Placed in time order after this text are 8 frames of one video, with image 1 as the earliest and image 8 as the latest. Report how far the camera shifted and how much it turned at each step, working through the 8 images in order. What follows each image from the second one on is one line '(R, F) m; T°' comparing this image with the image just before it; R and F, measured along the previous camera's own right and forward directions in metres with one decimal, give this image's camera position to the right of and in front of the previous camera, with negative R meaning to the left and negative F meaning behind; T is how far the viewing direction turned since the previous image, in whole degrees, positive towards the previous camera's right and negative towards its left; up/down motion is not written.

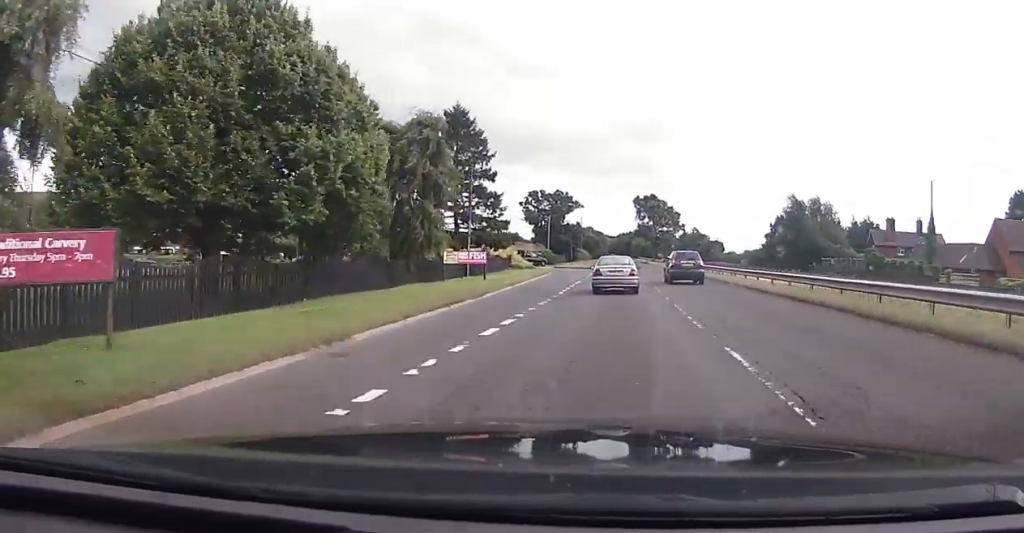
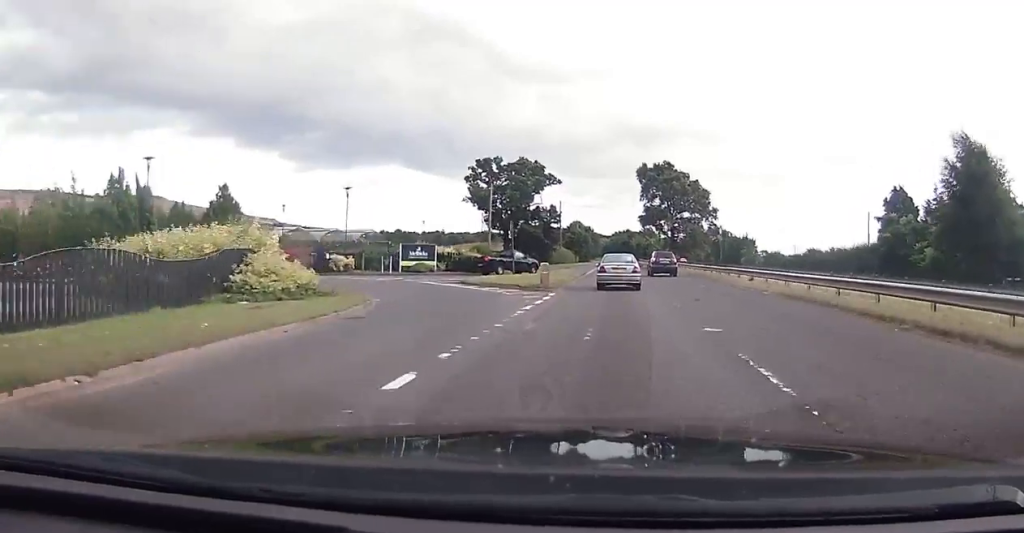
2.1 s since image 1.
(0.0, +44.9) m; +1°
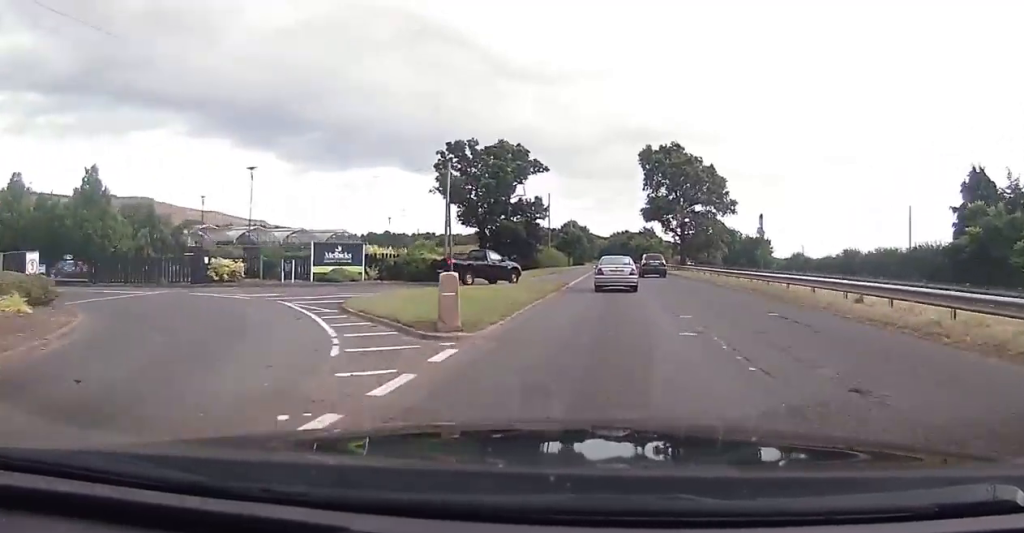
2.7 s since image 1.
(0.0, +14.2) m; 0°
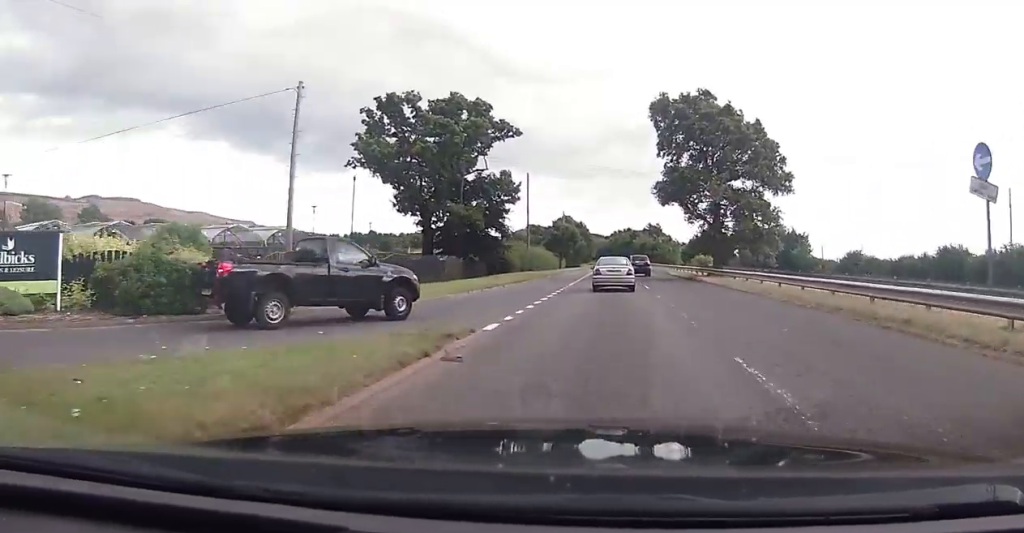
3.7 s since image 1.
(0.0, +21.8) m; 0°
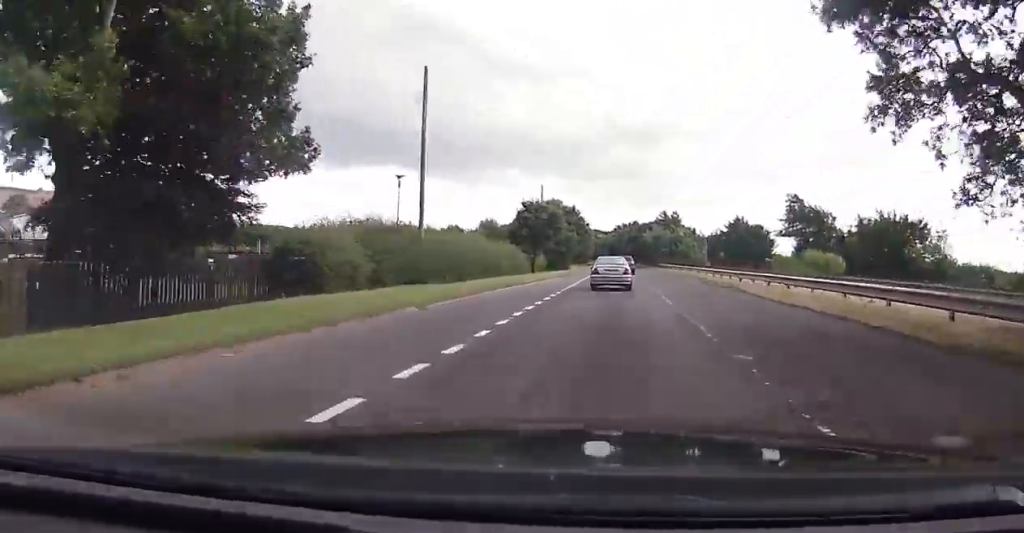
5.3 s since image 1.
(+0.1, +36.6) m; 0°
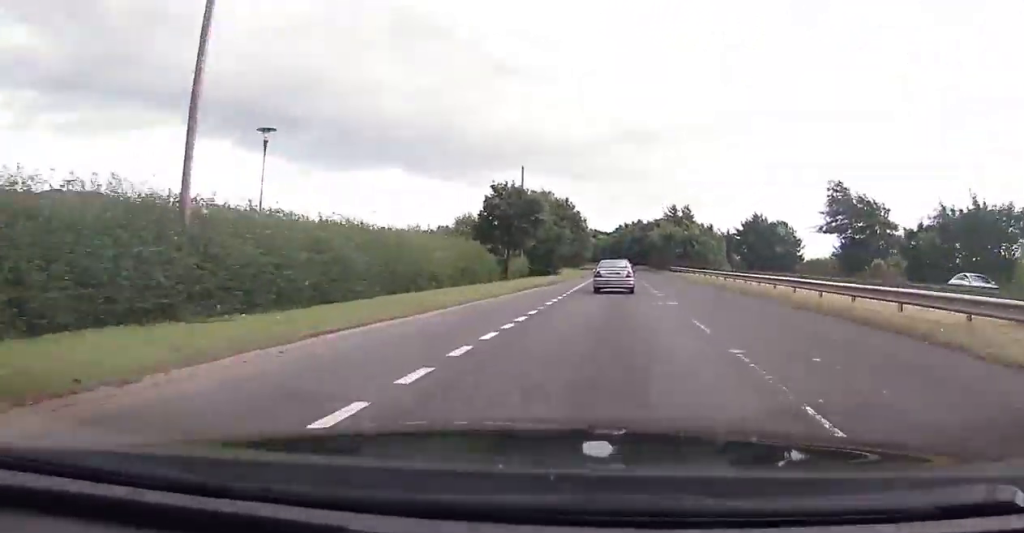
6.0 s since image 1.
(+0.1, +16.8) m; 0°
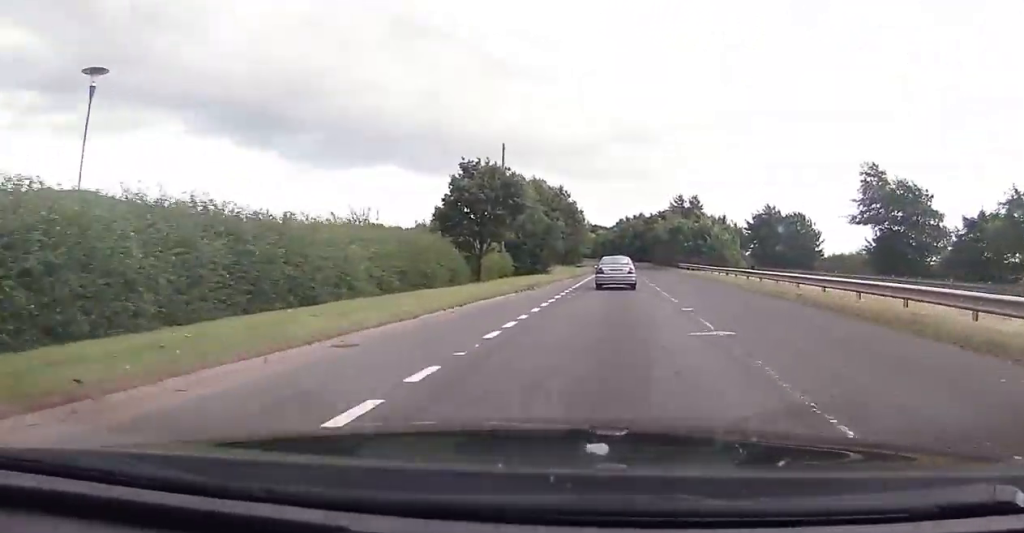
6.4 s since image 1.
(-0.1, +9.9) m; 0°
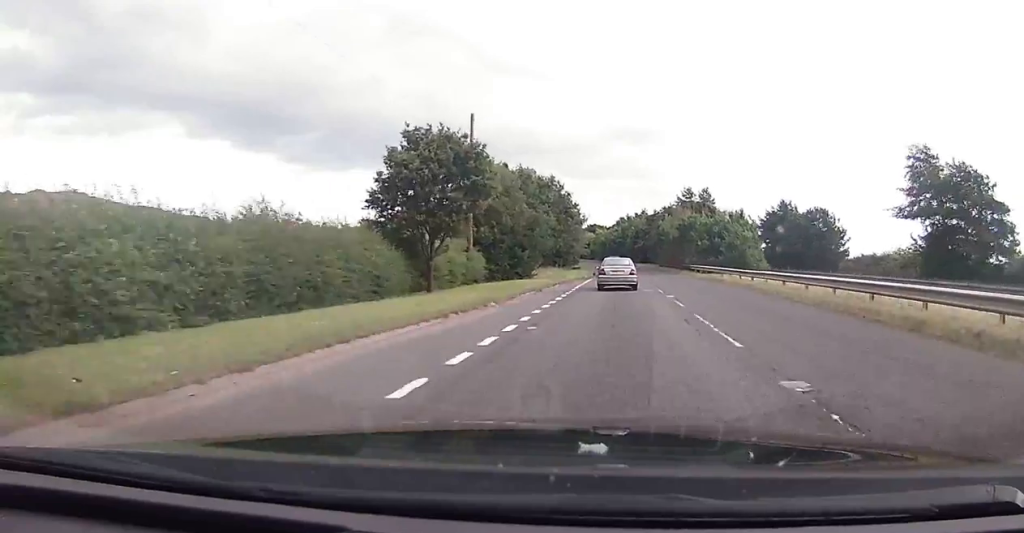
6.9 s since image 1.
(-0.1, +10.7) m; 0°
